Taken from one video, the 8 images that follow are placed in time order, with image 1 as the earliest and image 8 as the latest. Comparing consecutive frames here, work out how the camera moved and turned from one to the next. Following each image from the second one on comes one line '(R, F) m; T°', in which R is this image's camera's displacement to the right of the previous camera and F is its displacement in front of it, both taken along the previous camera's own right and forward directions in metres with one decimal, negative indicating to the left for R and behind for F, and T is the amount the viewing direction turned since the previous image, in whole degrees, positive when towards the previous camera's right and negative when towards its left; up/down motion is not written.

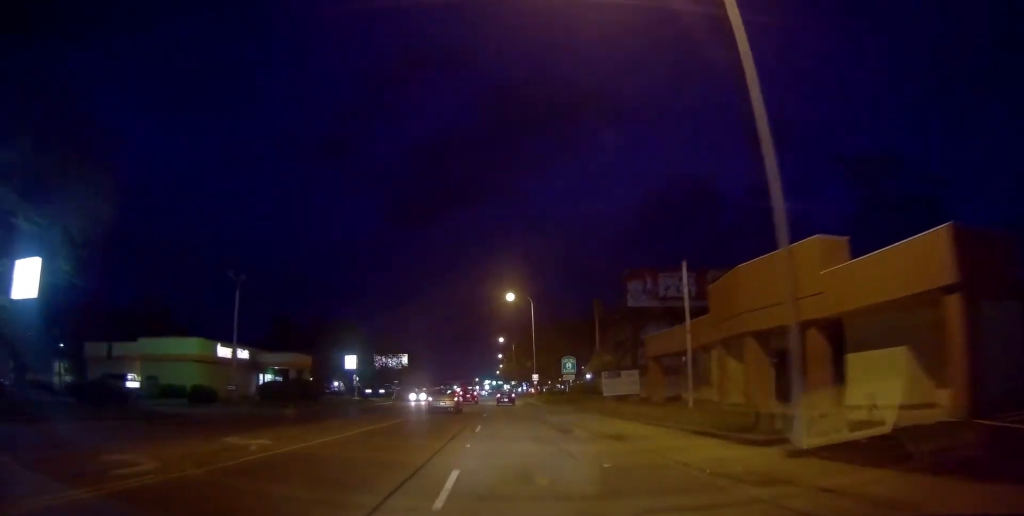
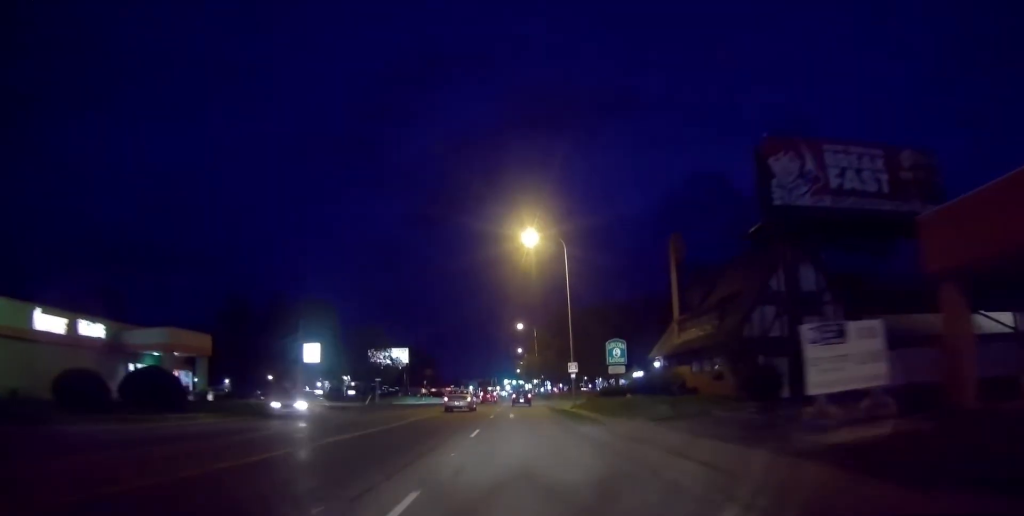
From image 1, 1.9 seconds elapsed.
(-0.6, +26.3) m; -3°
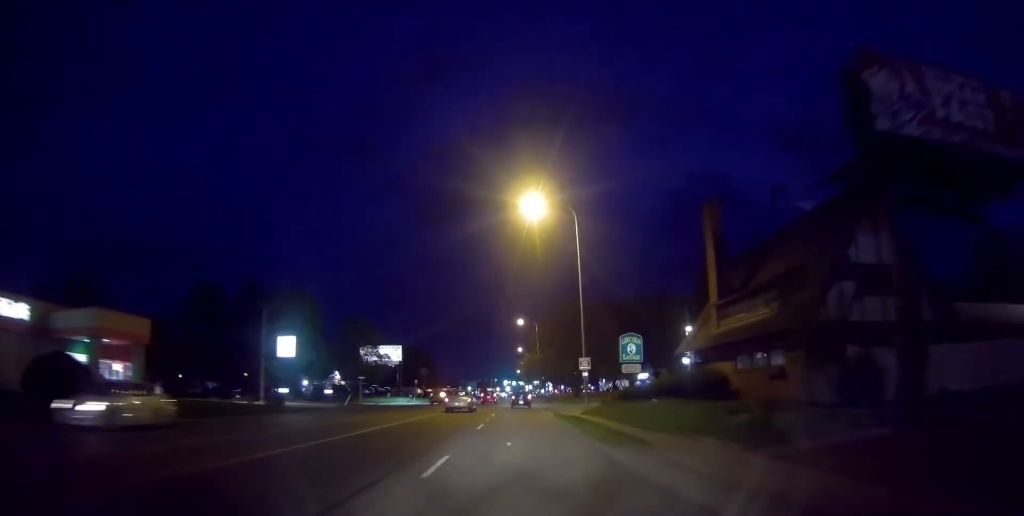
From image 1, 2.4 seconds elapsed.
(-0.1, +7.7) m; -1°
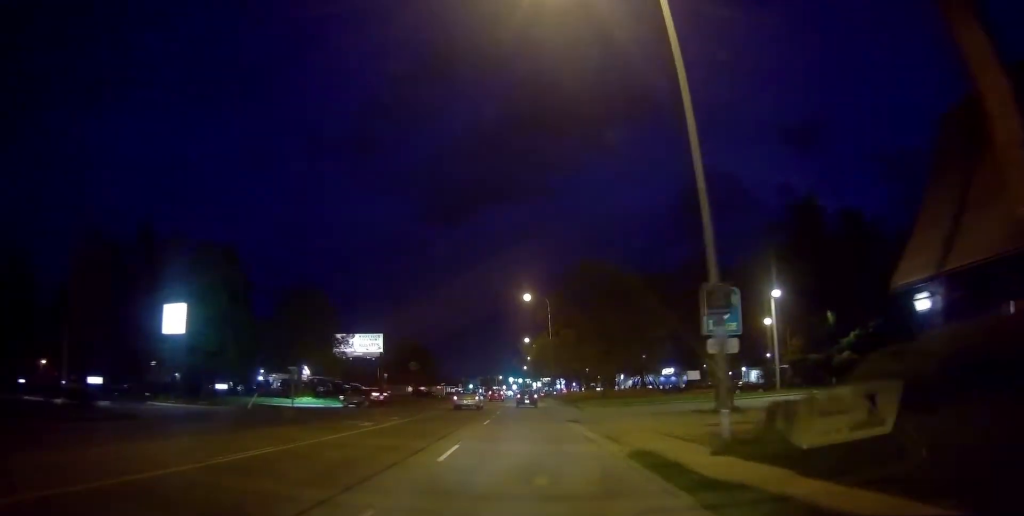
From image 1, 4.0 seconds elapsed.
(-0.1, +23.0) m; 0°
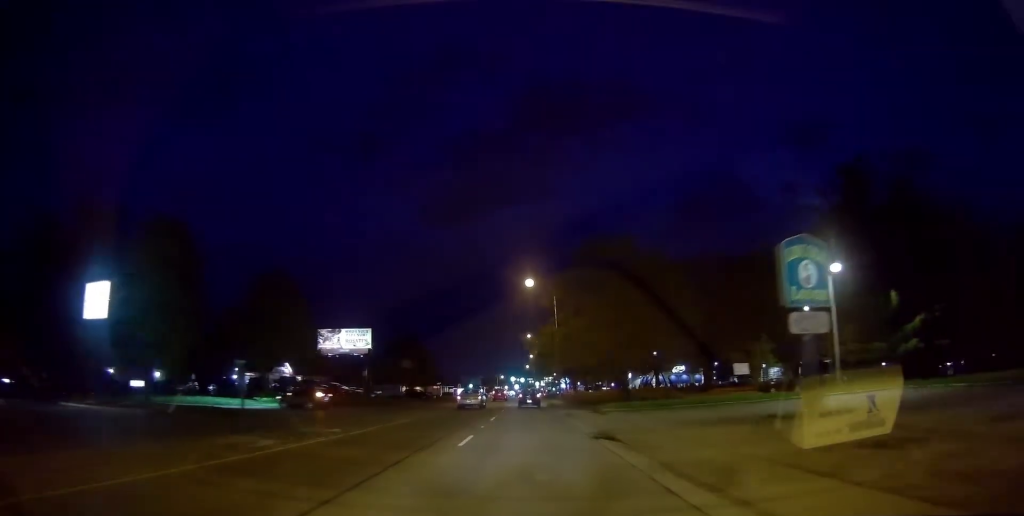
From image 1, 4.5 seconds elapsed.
(0.0, +8.4) m; 0°
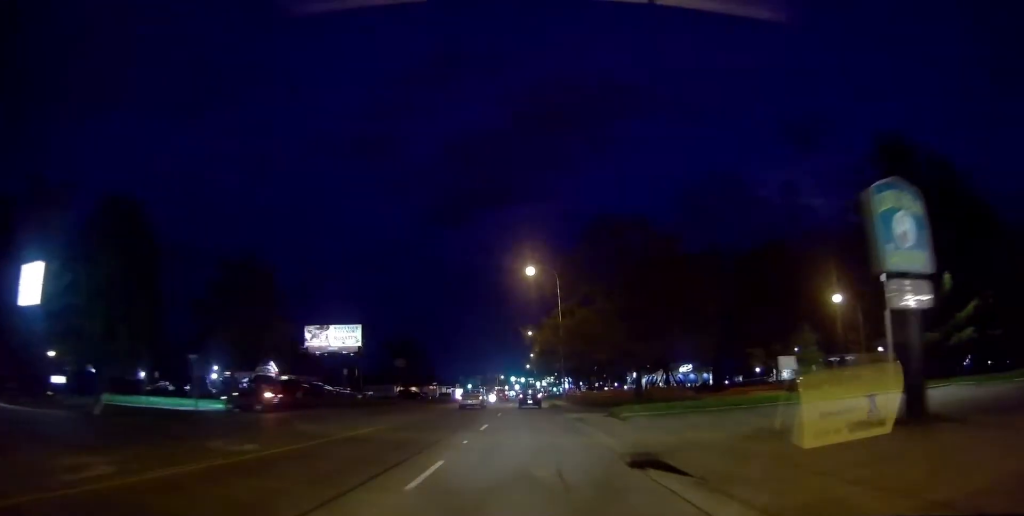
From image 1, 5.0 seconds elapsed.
(0.0, +7.0) m; 0°
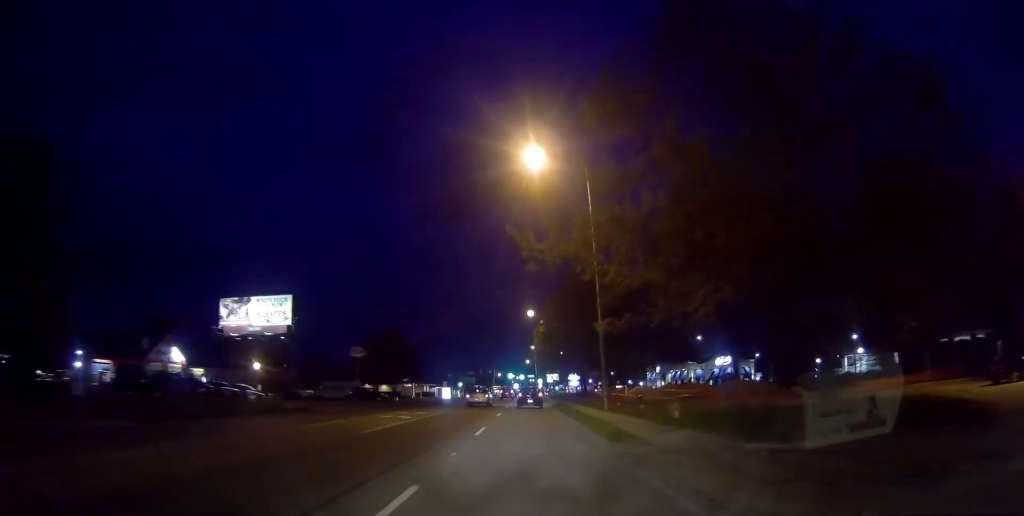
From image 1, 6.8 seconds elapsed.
(0.0, +27.0) m; +1°
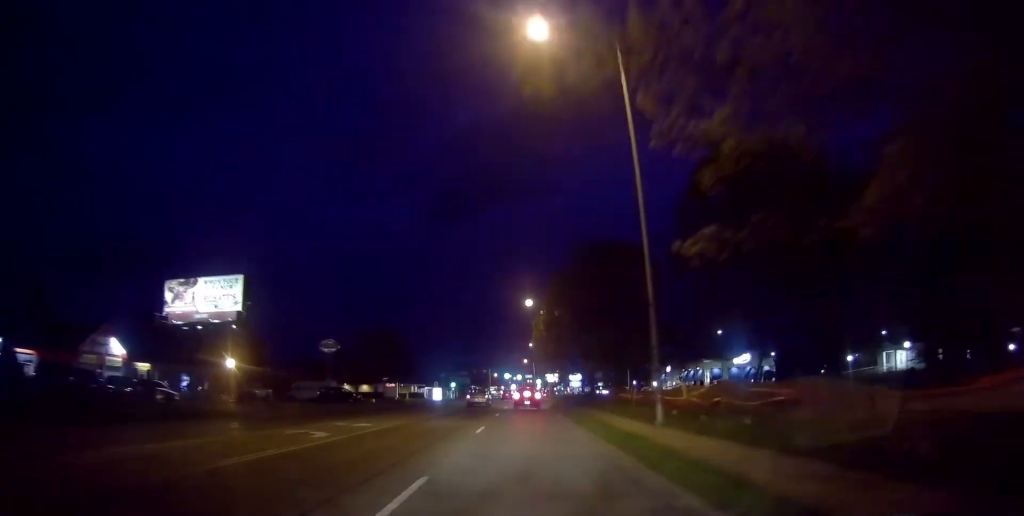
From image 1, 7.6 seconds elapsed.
(0.0, +11.0) m; +1°
